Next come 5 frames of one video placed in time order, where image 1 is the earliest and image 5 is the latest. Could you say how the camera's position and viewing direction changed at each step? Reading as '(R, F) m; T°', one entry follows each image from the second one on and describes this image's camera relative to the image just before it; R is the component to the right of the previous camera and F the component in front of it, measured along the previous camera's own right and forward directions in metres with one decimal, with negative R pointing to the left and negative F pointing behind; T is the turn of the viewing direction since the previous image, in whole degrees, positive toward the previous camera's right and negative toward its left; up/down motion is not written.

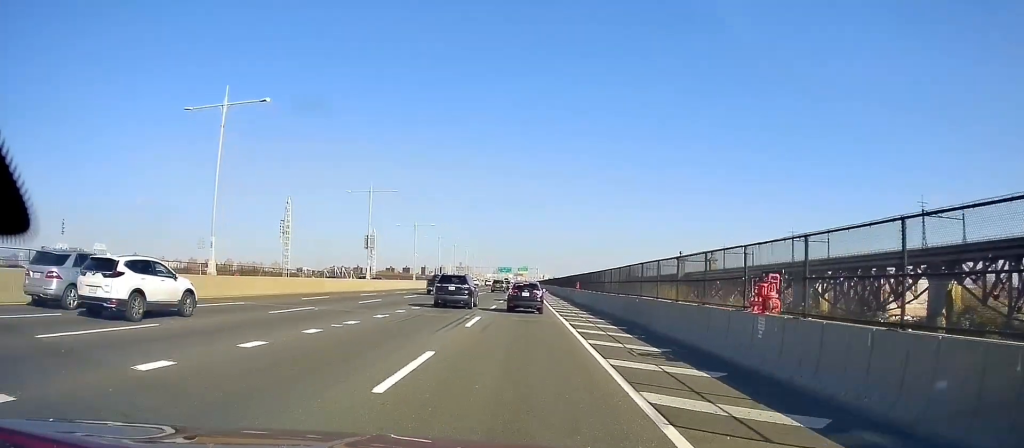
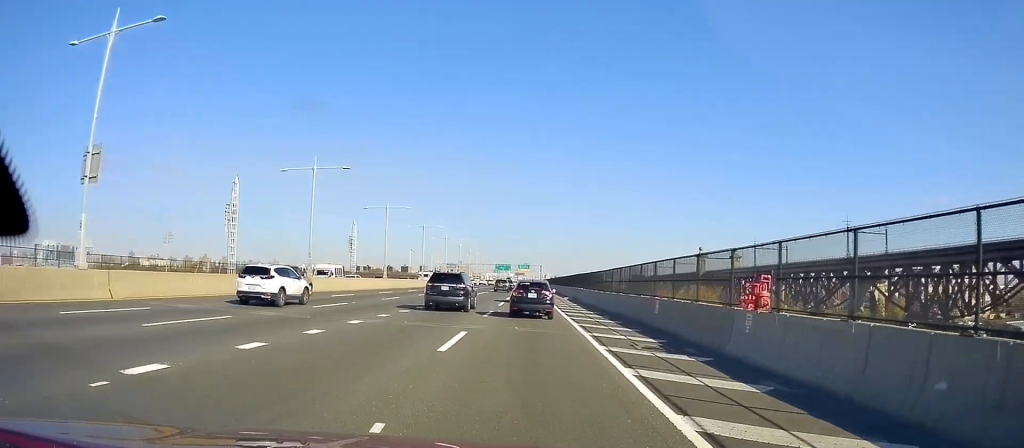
(+0.1, +44.3) m; +1°
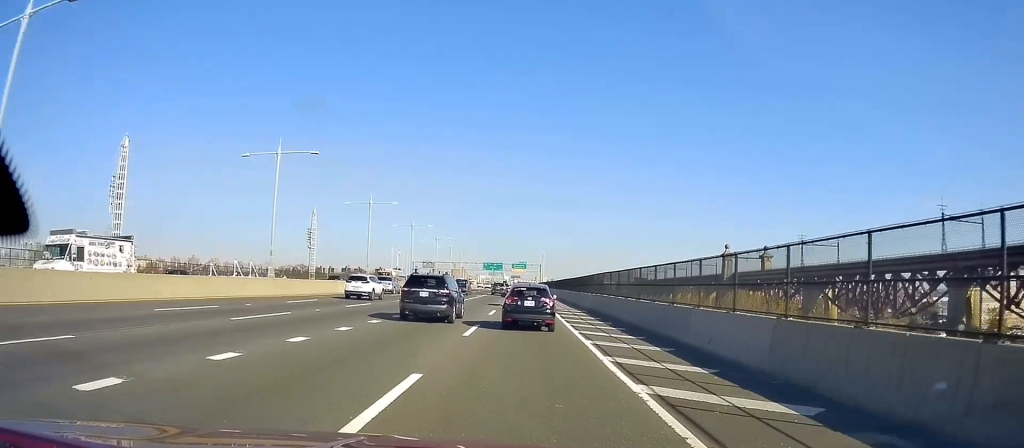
(+0.2, +56.3) m; -1°
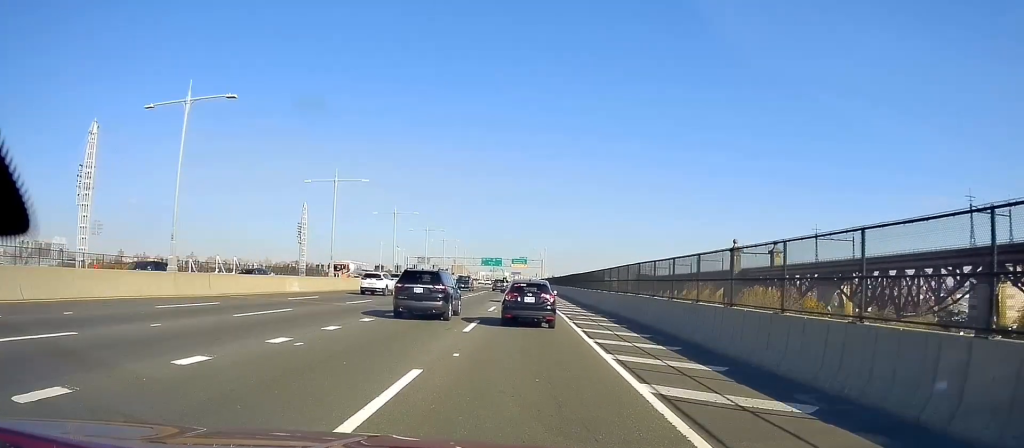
(-0.1, +12.1) m; 0°
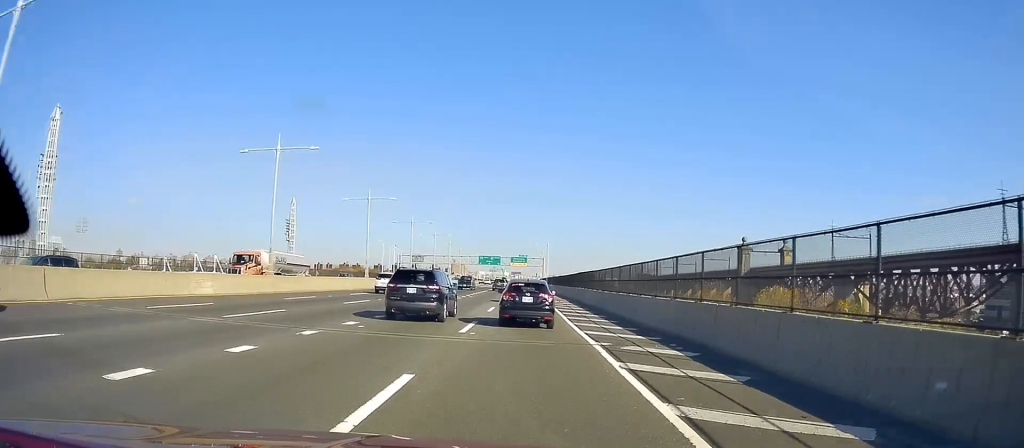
(-0.1, +12.7) m; 0°
